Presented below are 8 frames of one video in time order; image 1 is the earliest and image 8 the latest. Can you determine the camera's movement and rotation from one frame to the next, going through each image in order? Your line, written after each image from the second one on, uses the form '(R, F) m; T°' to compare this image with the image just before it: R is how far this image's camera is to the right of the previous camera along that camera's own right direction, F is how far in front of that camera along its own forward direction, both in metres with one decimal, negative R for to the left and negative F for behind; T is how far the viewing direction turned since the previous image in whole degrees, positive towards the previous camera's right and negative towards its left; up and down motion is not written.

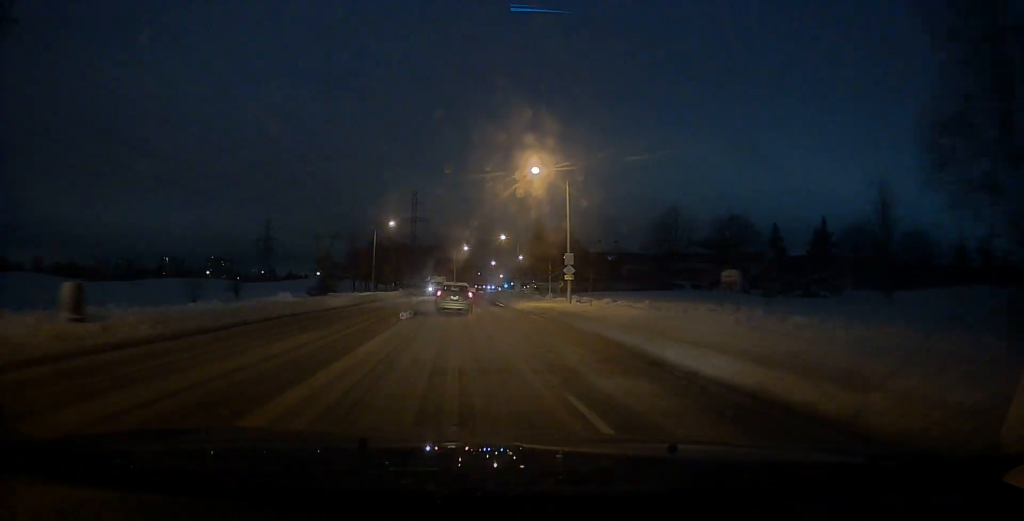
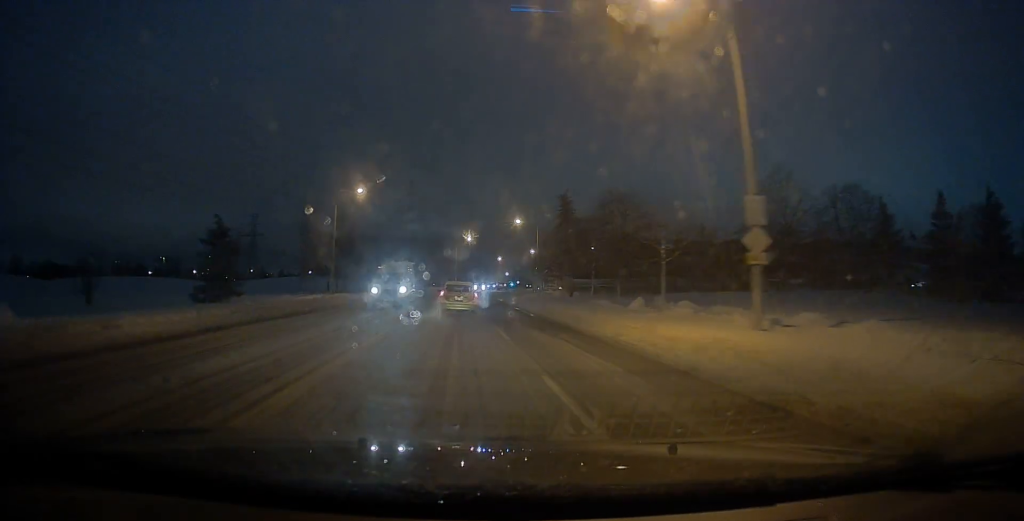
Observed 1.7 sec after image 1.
(+0.1, +25.6) m; 0°
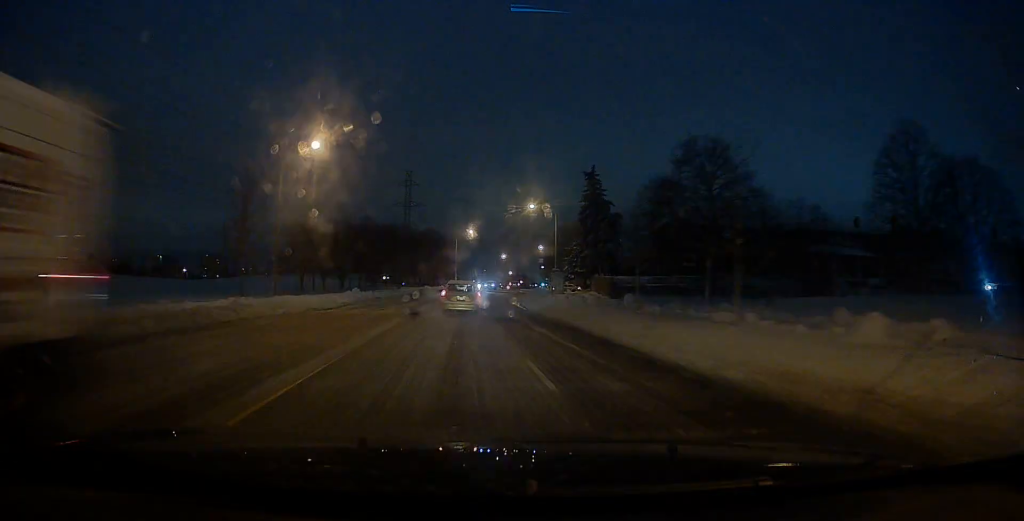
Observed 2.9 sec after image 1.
(-0.1, +16.3) m; 0°
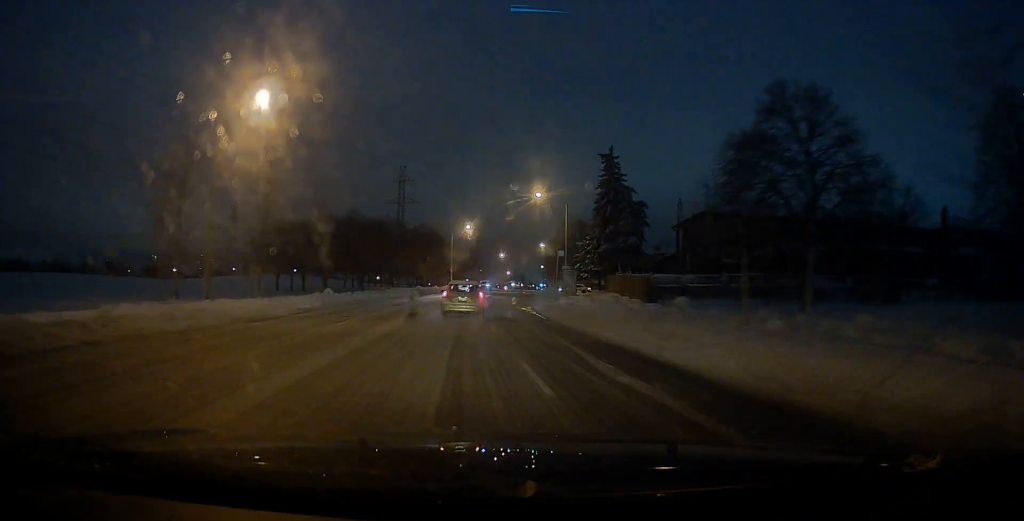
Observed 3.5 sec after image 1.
(0.0, +9.5) m; 0°
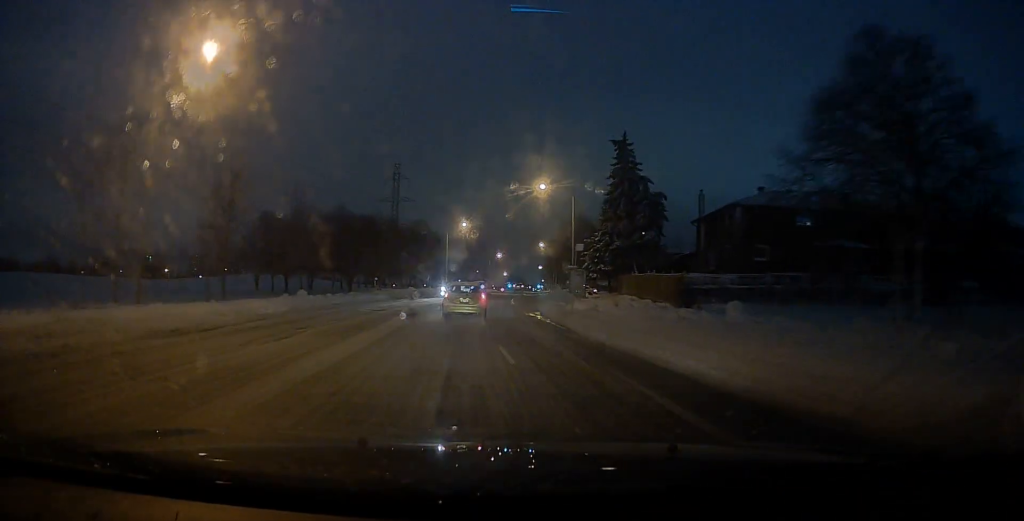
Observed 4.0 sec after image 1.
(0.0, +6.0) m; 0°
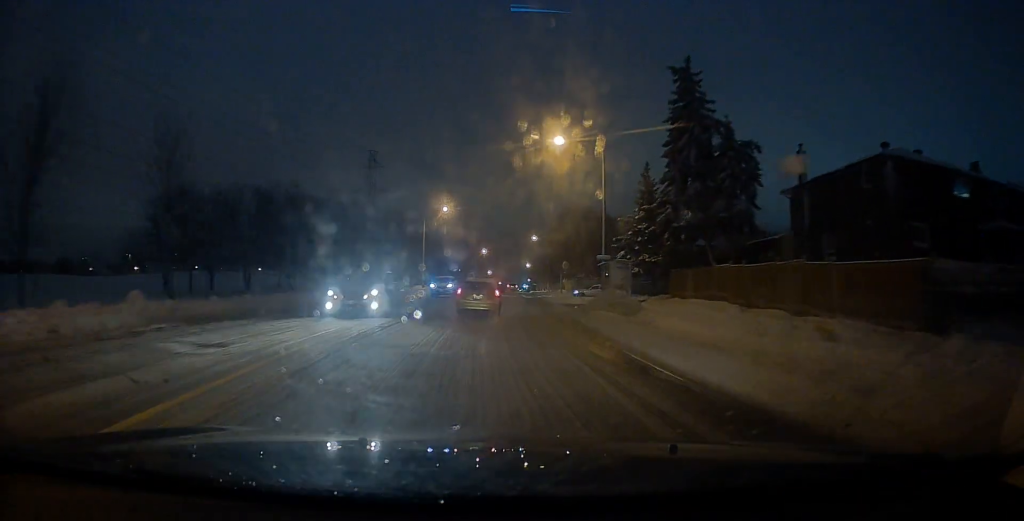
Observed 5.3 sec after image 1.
(-0.1, +18.3) m; +1°
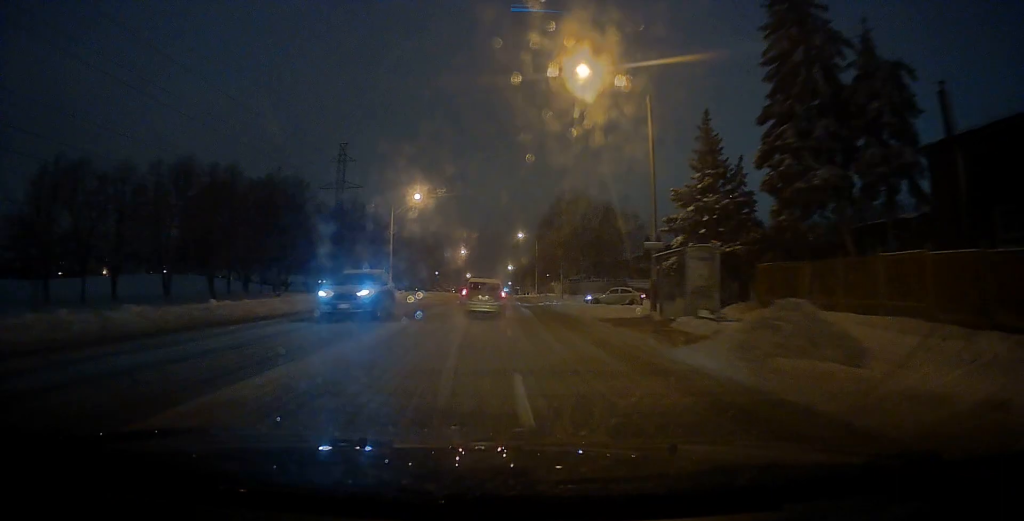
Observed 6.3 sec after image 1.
(+0.3, +13.9) m; +1°
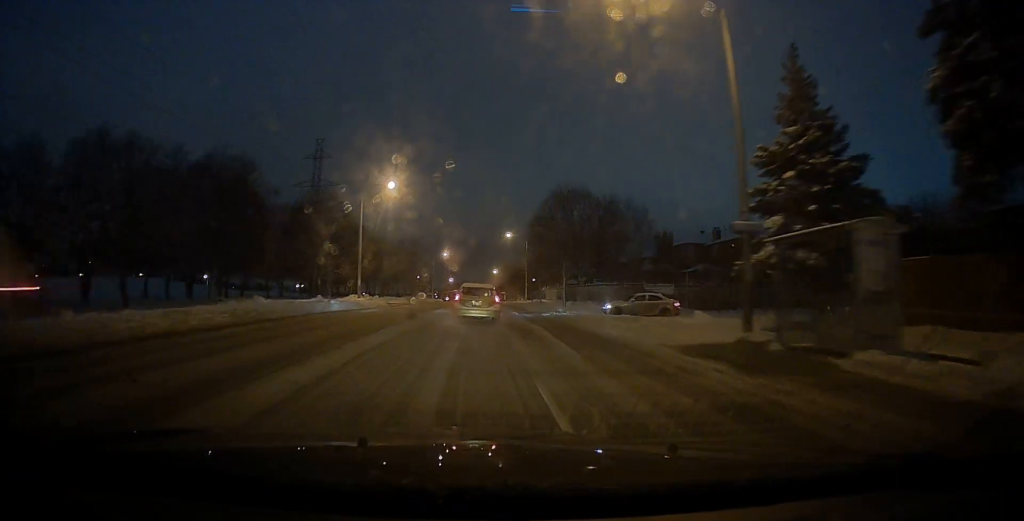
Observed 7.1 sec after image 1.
(0.0, +9.7) m; +2°
